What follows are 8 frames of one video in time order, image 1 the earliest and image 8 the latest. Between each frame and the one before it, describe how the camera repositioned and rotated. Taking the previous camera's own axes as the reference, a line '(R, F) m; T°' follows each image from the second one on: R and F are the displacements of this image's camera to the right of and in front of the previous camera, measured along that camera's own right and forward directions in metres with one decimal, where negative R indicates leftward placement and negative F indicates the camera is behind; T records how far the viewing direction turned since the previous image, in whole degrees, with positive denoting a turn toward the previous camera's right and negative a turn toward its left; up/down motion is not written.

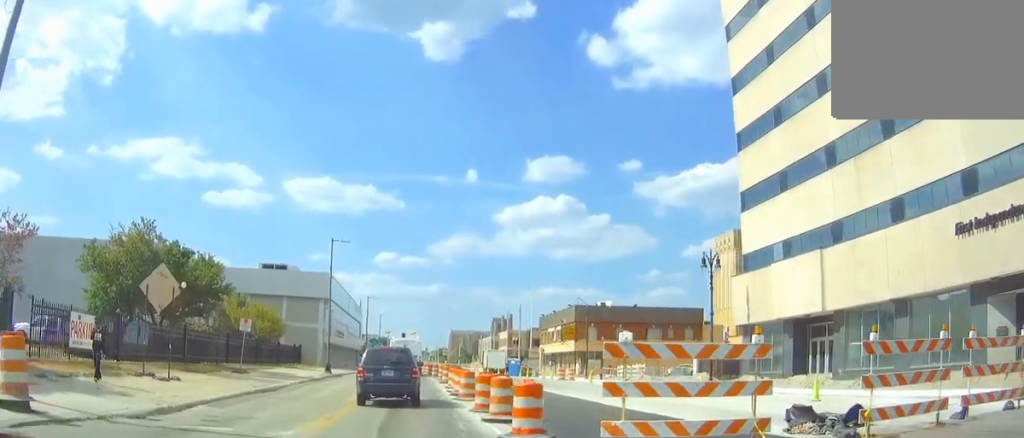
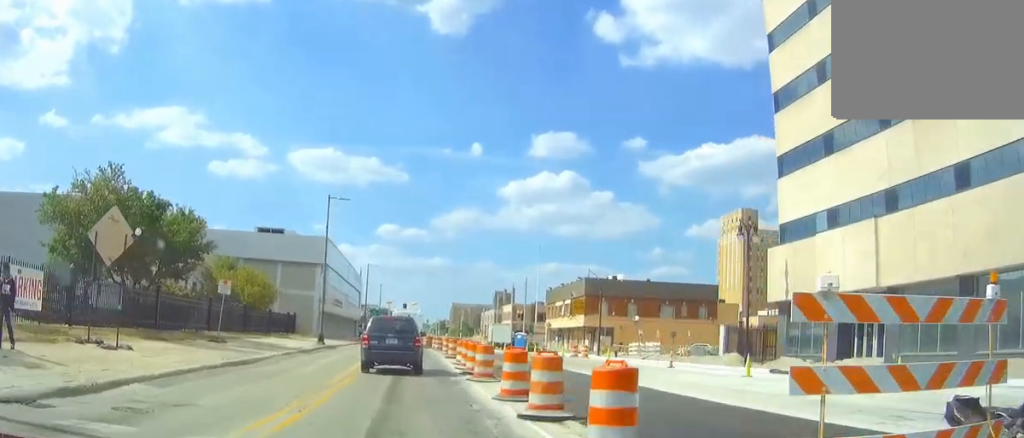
(0.0, +5.2) m; 0°
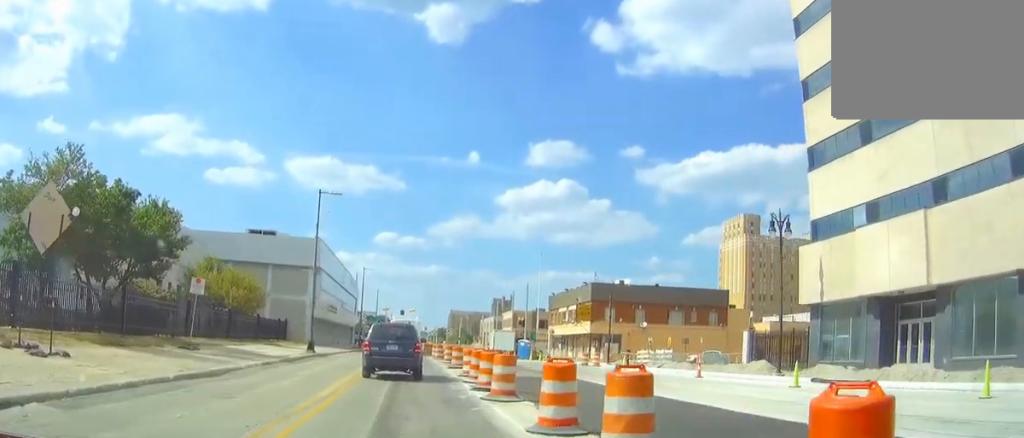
(0.0, +4.1) m; 0°
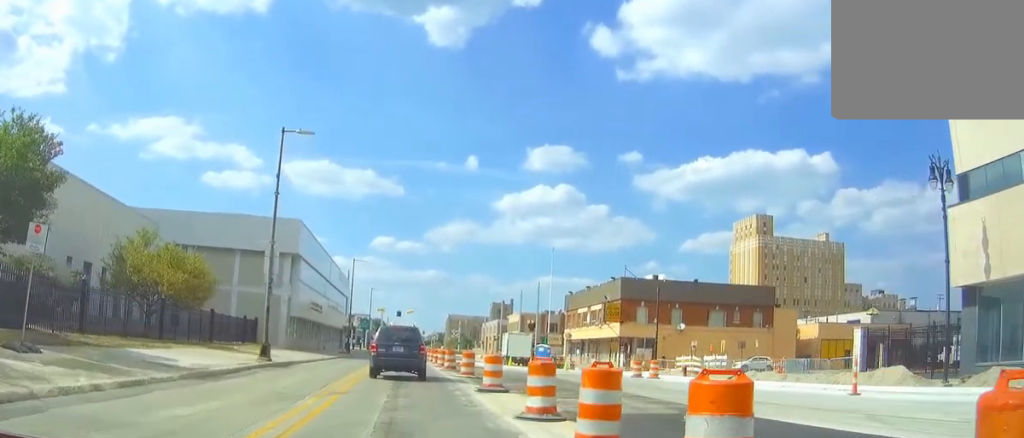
(+0.1, +13.3) m; +1°
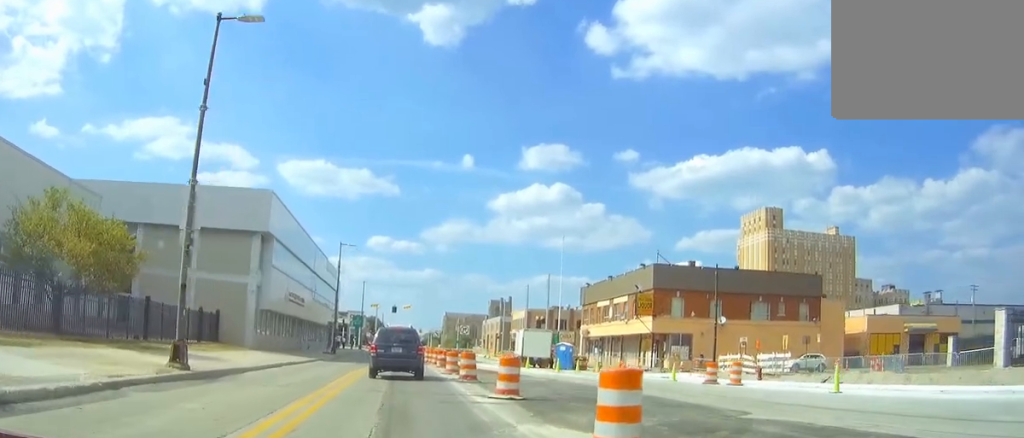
(+0.1, +10.7) m; +1°
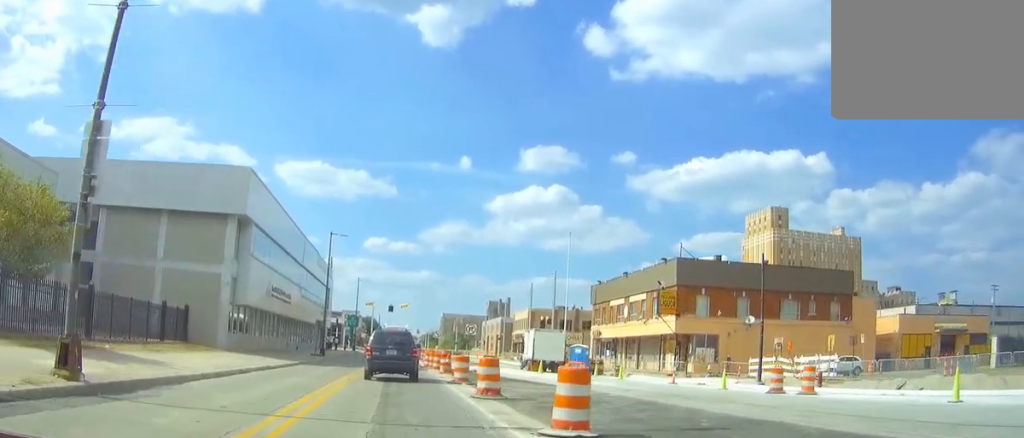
(0.0, +6.3) m; 0°
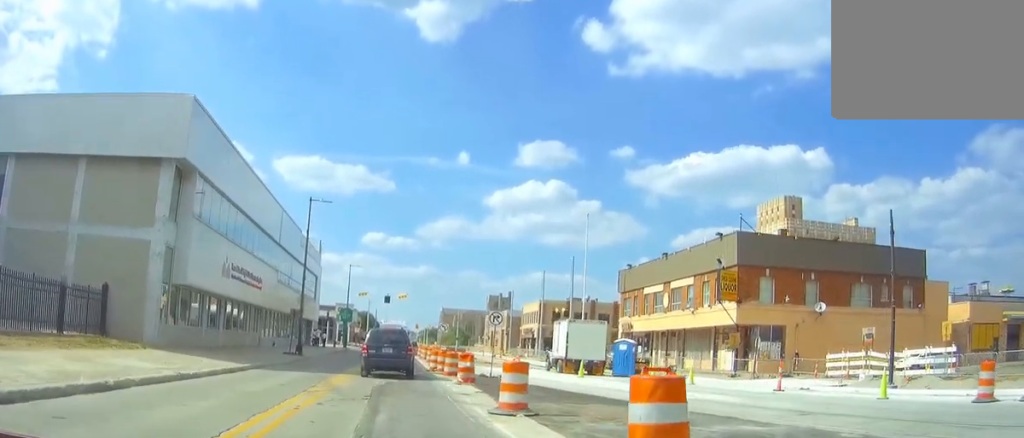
(0.0, +11.5) m; 0°
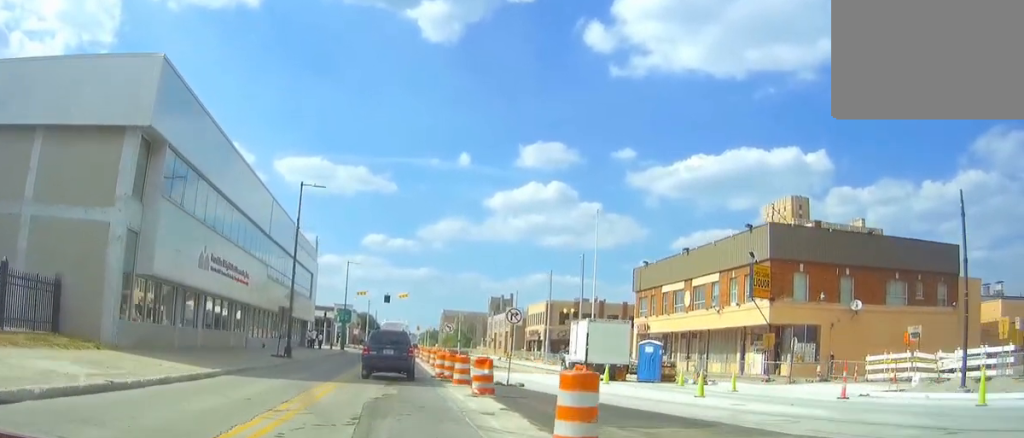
(0.0, +4.5) m; 0°
